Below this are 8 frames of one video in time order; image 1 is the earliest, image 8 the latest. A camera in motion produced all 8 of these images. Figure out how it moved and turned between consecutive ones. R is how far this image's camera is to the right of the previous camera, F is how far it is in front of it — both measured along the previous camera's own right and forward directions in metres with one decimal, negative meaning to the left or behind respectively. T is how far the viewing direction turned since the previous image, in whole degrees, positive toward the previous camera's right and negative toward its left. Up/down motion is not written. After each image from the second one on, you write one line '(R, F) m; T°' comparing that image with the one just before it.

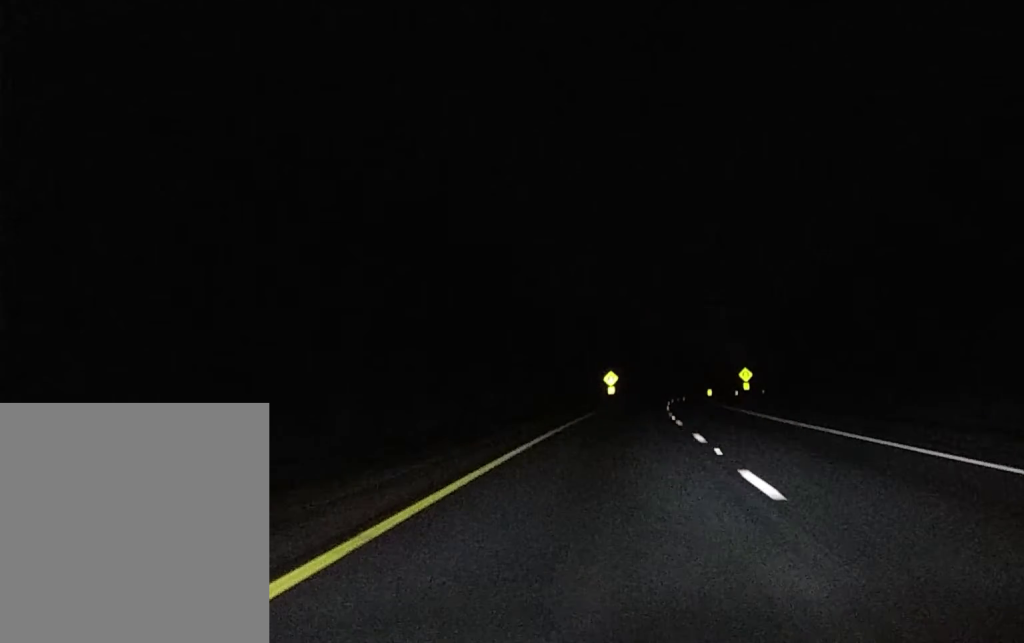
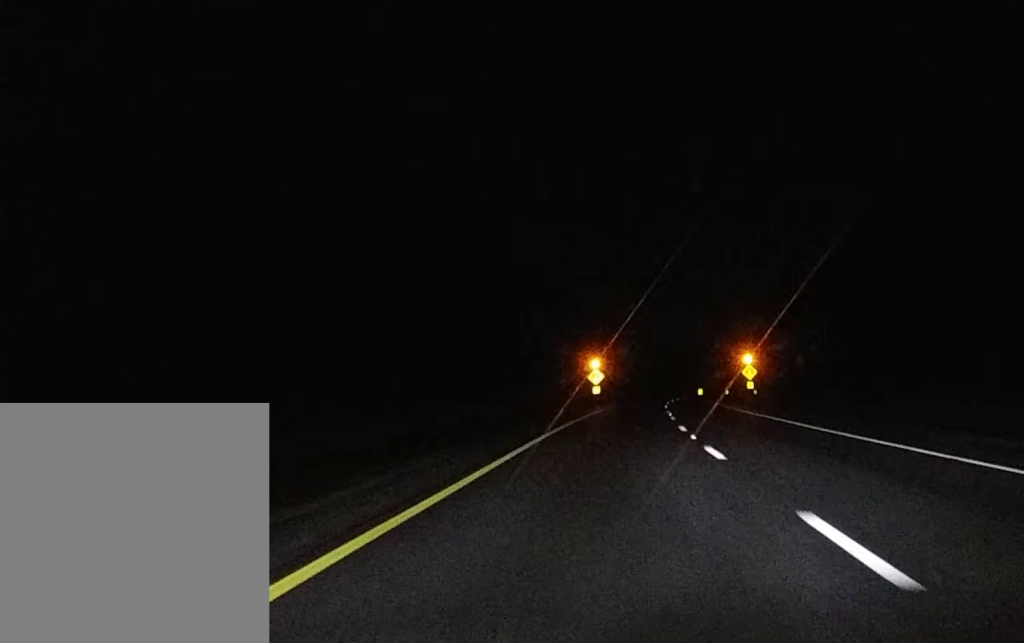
(0.0, +13.7) m; +1°
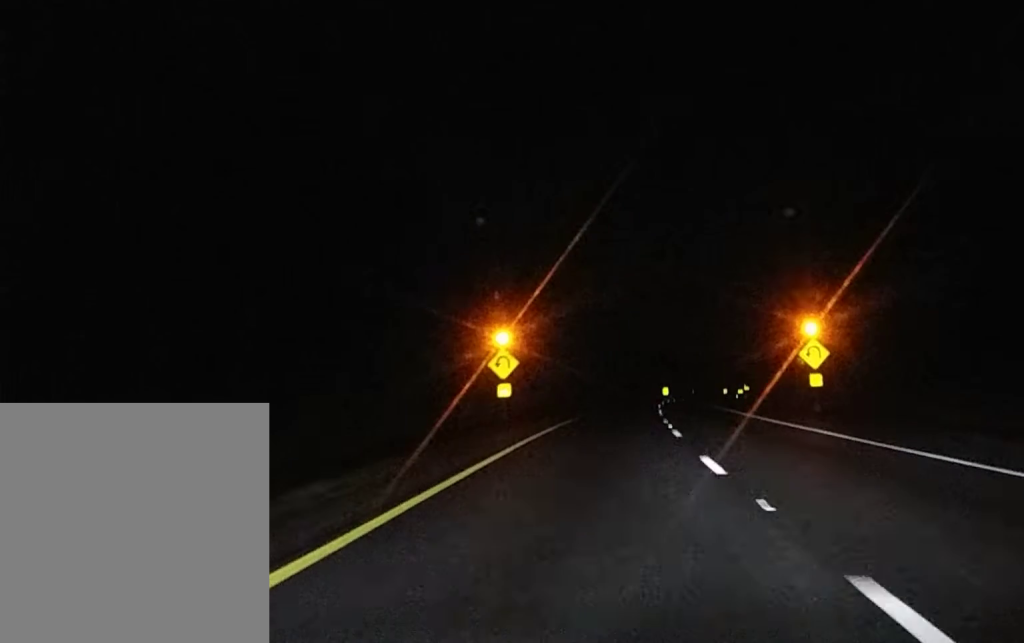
(+1.6, +67.6) m; +2°
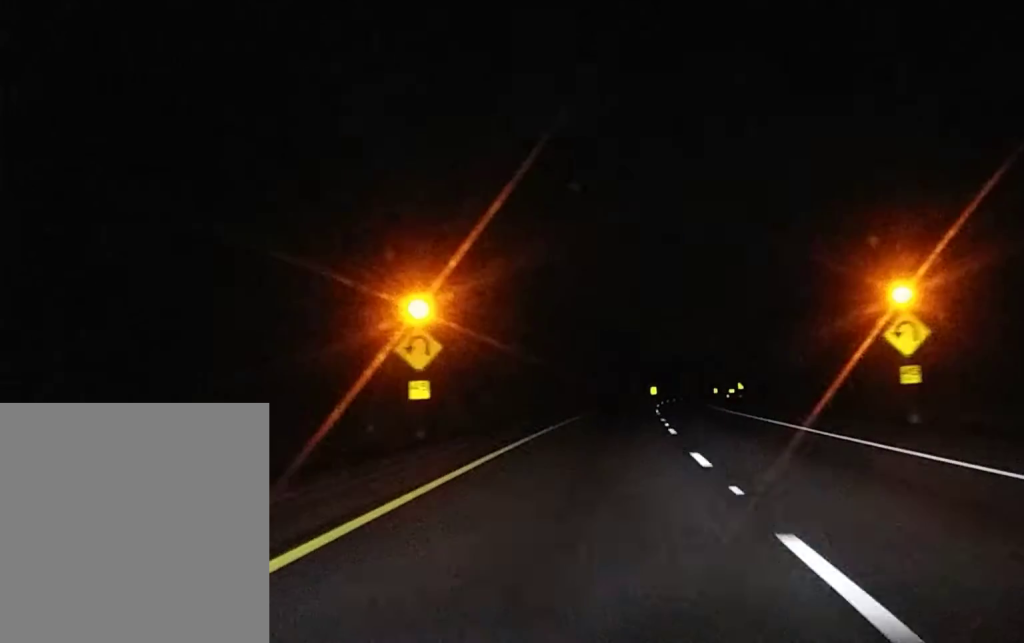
(+0.1, +24.6) m; +1°
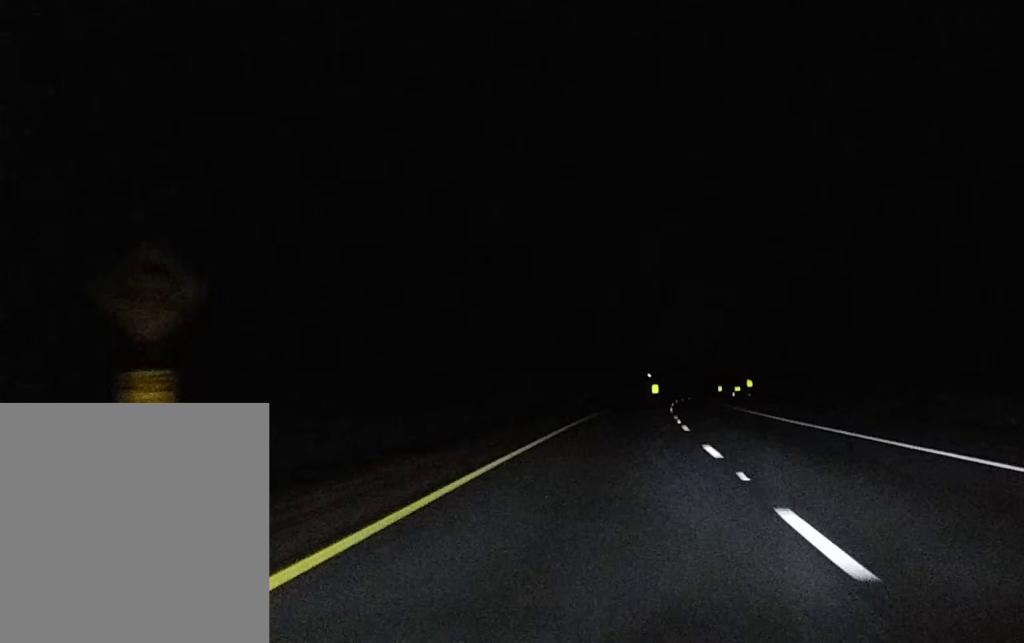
(+0.1, +25.2) m; 0°
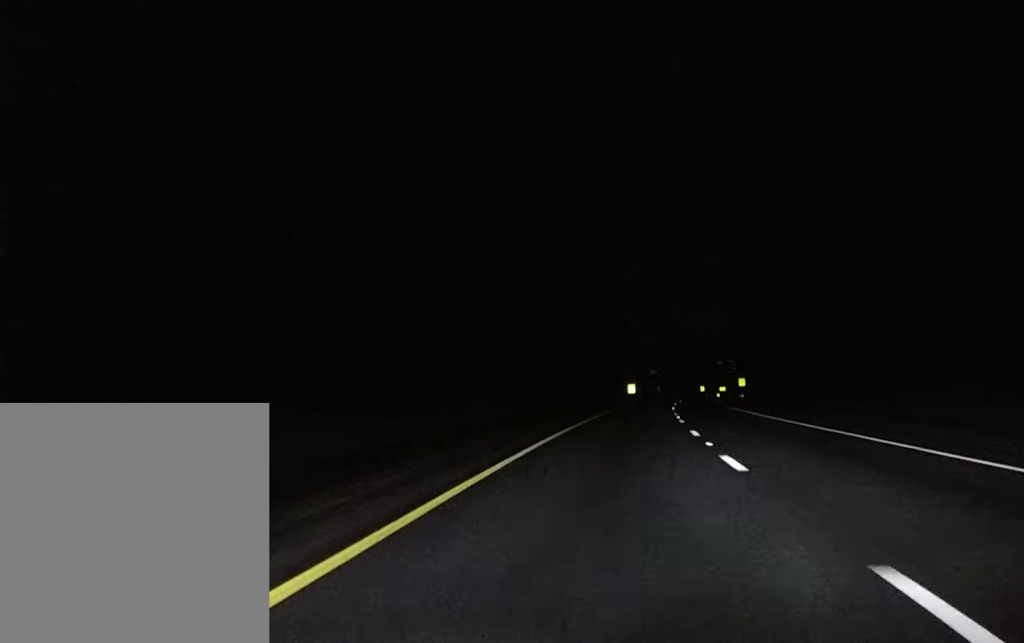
(+0.2, +37.1) m; 0°
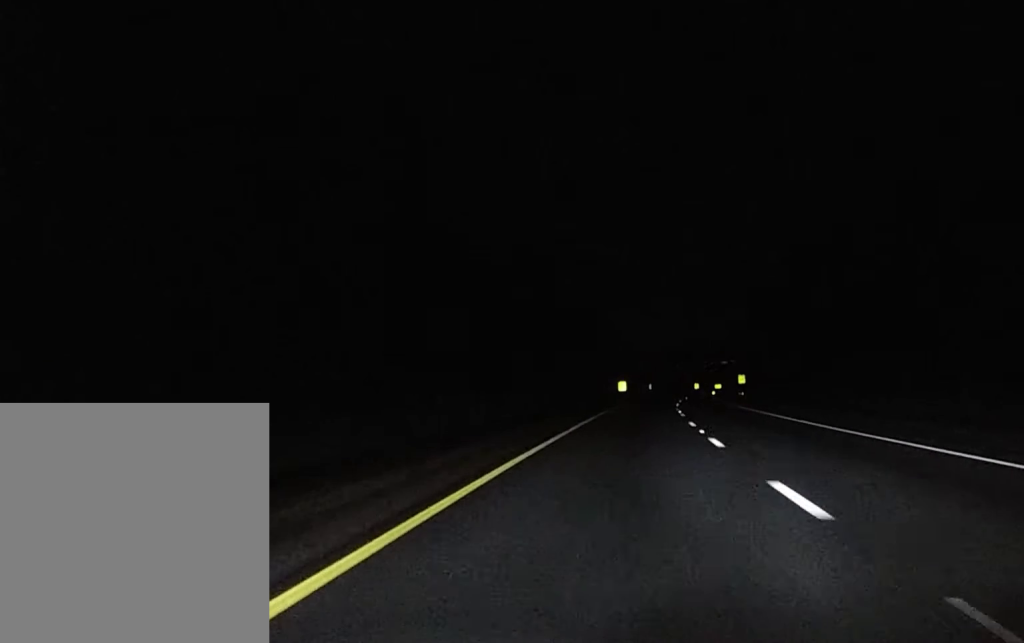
(0.0, +15.1) m; 0°
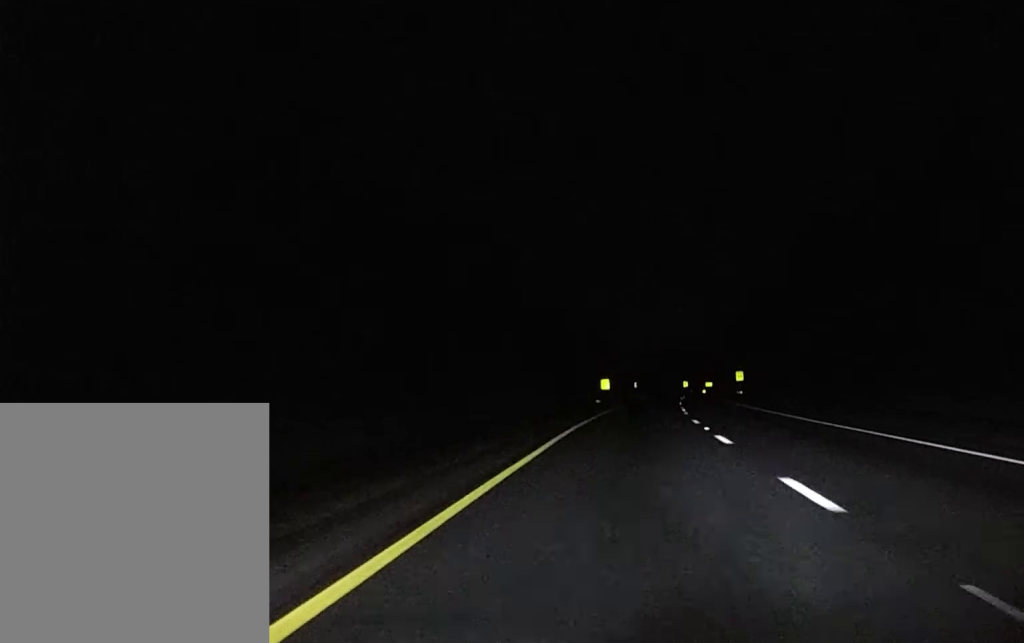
(+0.1, +19.9) m; +1°
